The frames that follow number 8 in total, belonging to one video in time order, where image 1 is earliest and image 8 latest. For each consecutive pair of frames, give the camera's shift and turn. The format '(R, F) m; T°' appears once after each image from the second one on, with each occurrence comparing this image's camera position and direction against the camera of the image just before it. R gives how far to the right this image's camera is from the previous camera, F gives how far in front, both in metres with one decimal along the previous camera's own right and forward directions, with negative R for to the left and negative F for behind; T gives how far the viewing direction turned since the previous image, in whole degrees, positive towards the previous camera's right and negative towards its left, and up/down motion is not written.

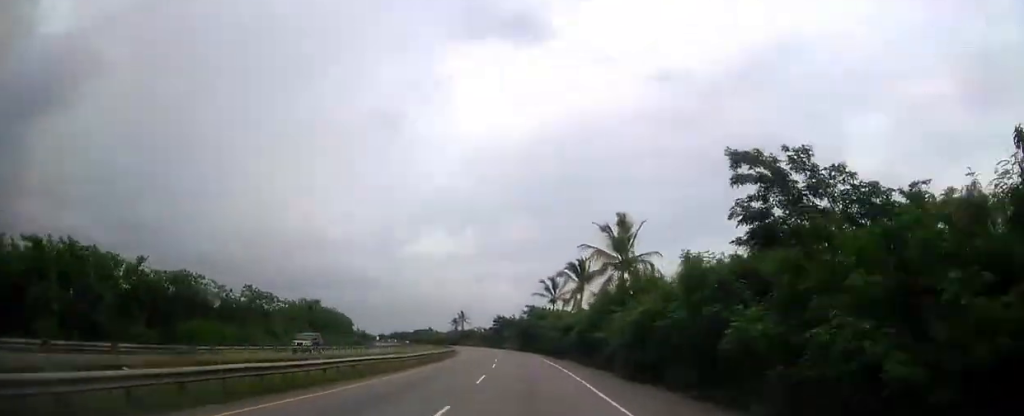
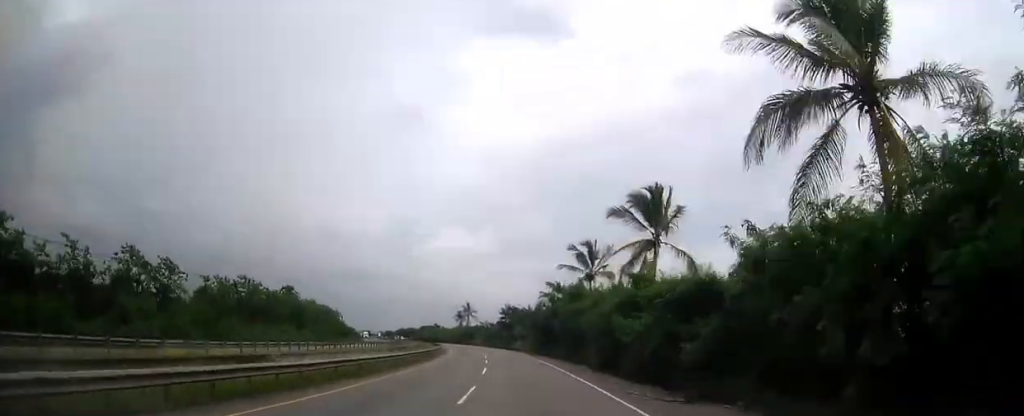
(+0.5, +33.0) m; -1°
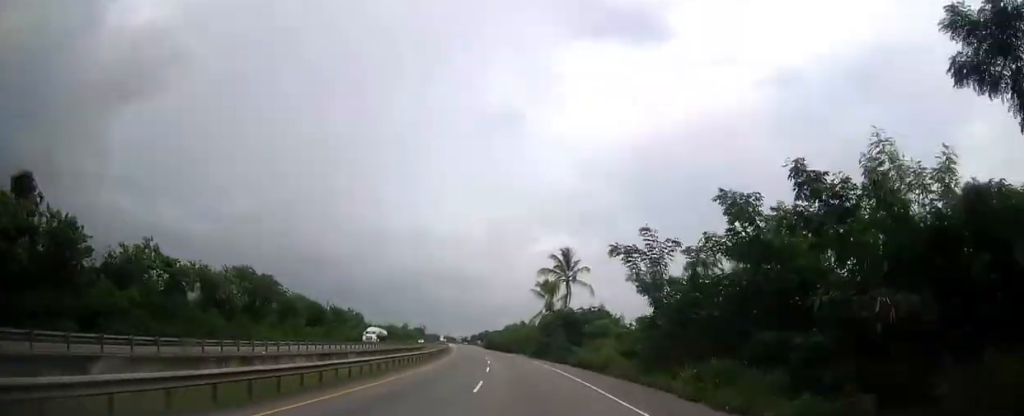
(-9.5, +114.7) m; -9°
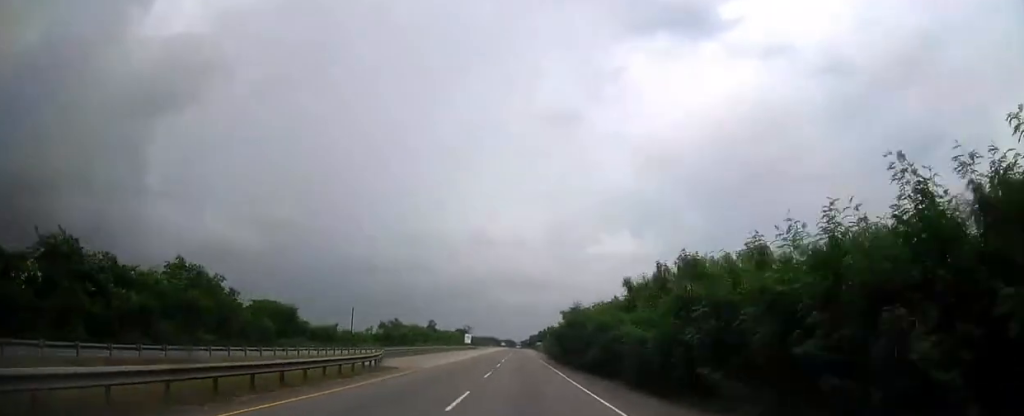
(-6.9, +109.6) m; -6°
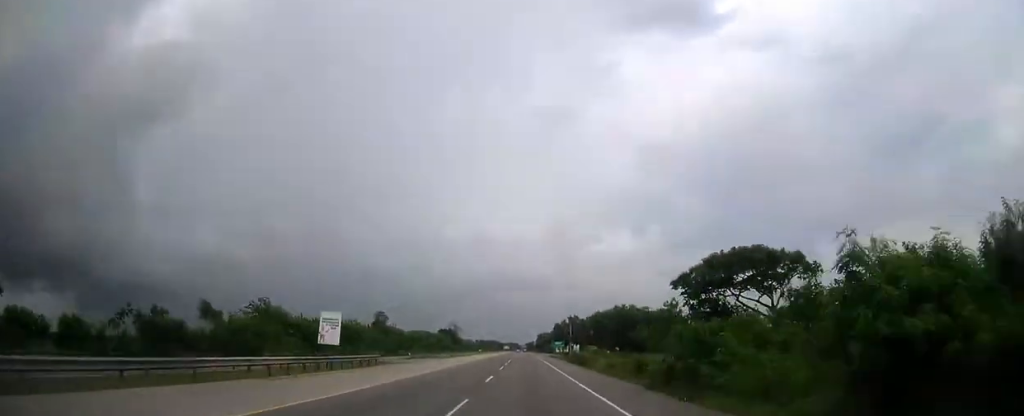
(-1.1, +94.3) m; -1°
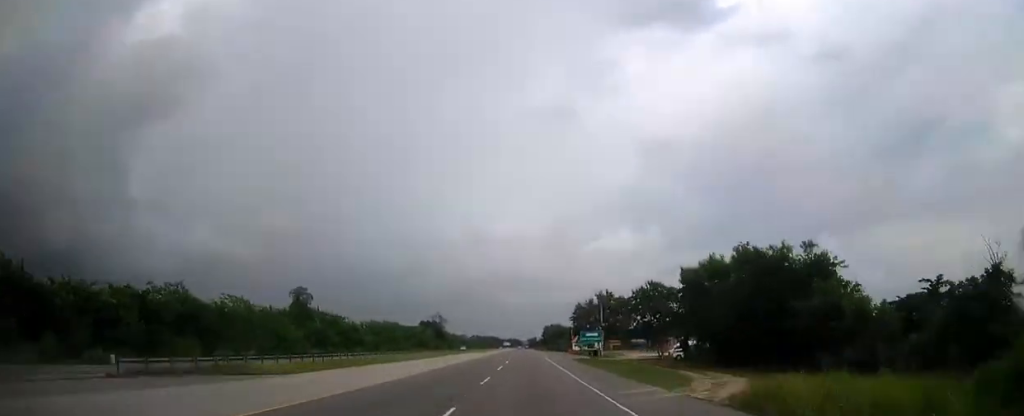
(-0.1, +54.9) m; 0°
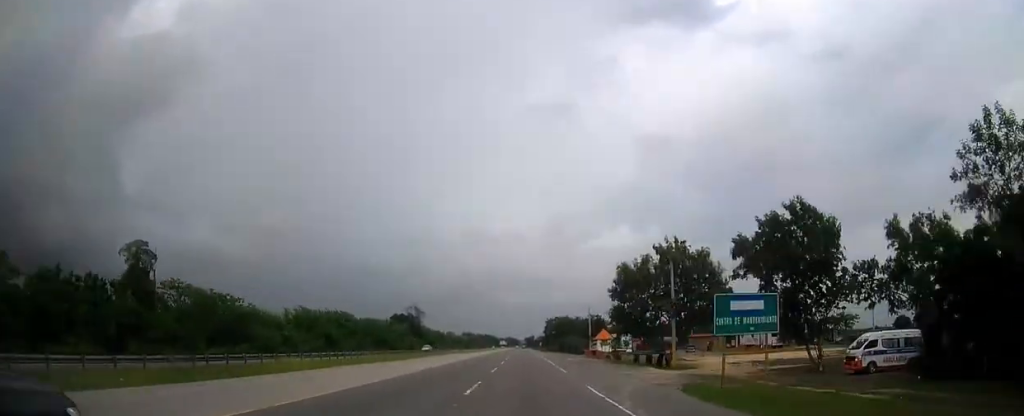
(+0.1, +43.9) m; 0°
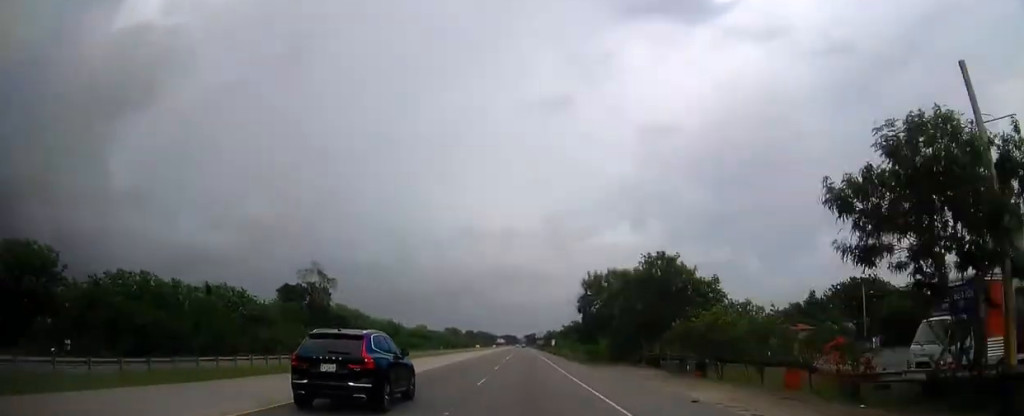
(0.0, +87.6) m; 0°
